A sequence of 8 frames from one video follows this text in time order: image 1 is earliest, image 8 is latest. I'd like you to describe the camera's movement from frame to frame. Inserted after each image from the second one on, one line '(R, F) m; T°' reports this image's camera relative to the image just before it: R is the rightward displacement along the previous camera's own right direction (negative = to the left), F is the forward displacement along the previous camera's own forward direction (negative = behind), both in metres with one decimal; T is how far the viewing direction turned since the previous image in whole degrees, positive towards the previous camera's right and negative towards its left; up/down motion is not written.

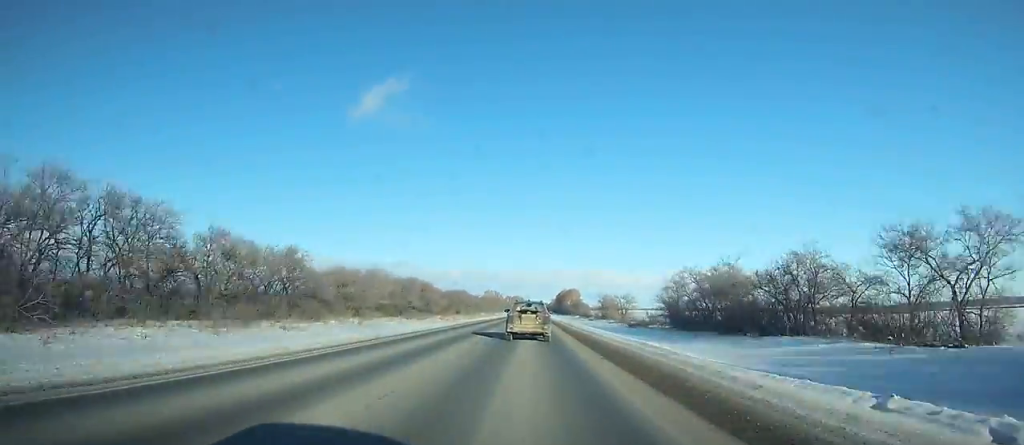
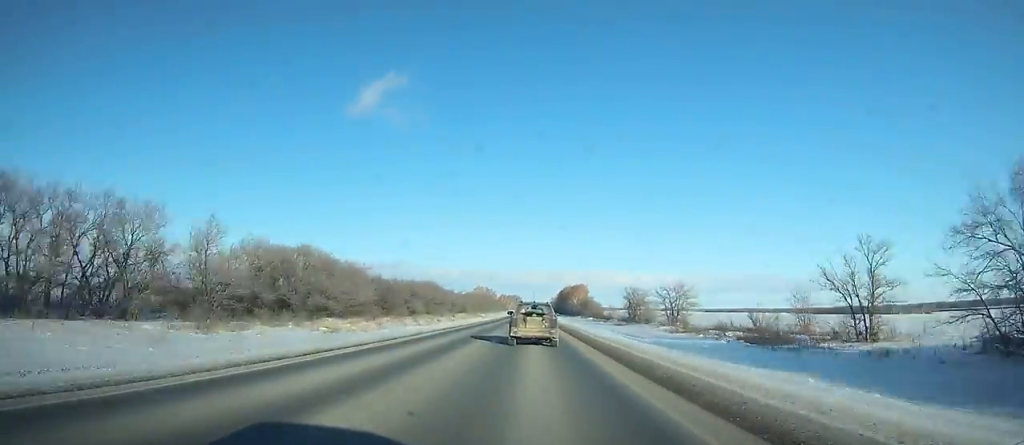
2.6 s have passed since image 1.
(0.0, +70.2) m; 0°
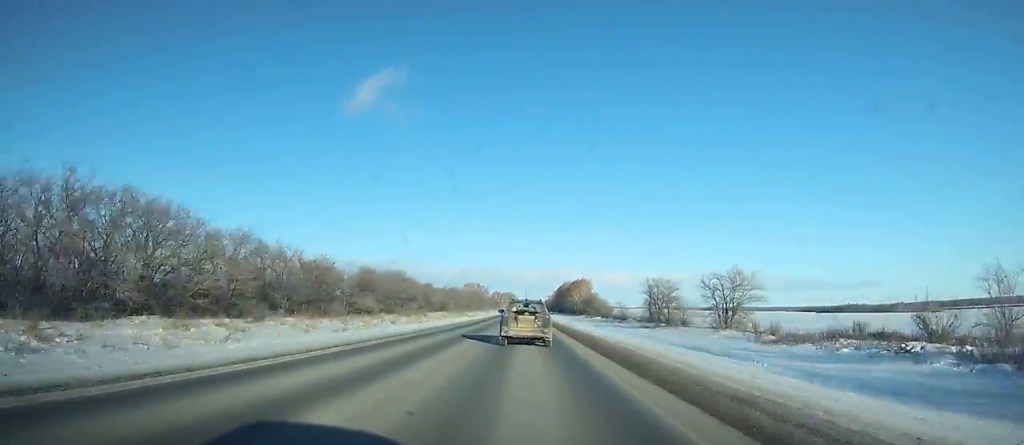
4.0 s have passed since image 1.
(+0.1, +37.5) m; 0°
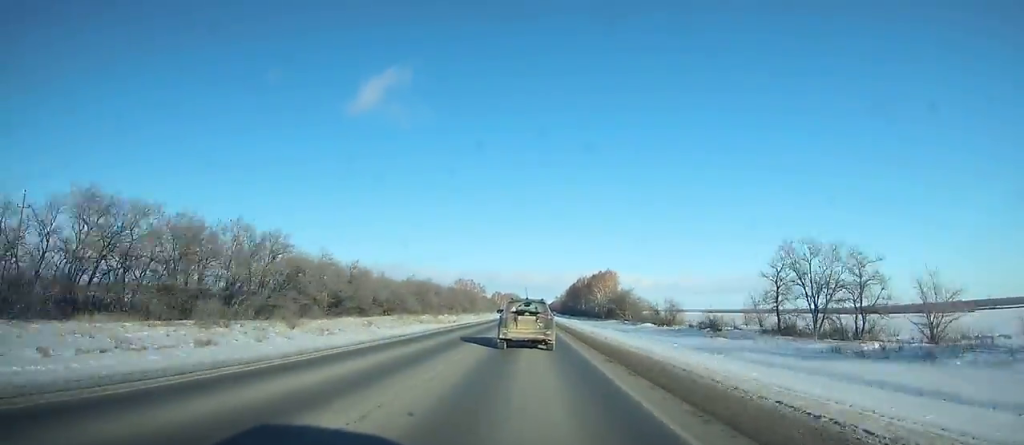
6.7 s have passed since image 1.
(-0.1, +71.2) m; 0°
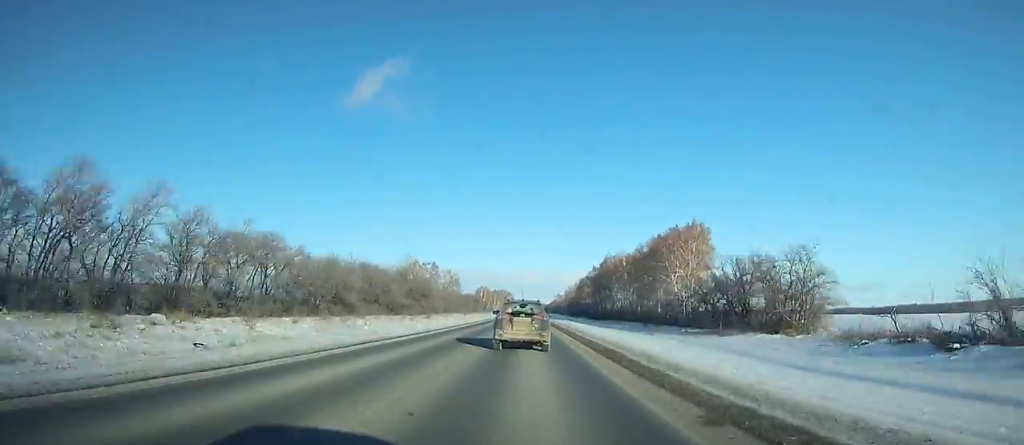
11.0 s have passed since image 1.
(+0.1, +111.5) m; 0°
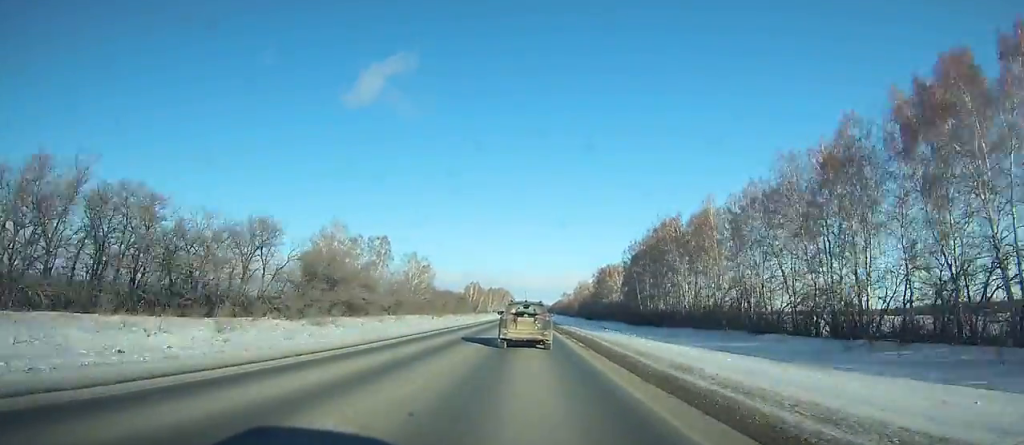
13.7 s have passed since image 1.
(+0.1, +69.1) m; 0°
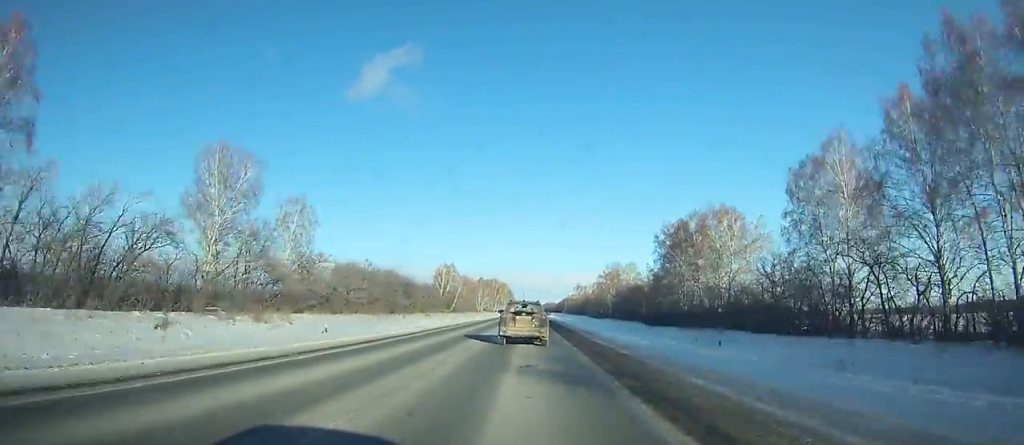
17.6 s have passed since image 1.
(+0.1, +99.4) m; 0°
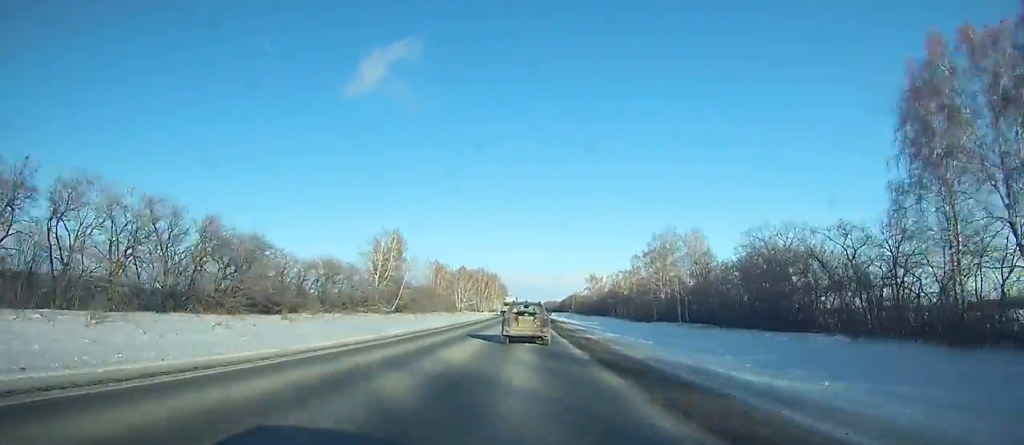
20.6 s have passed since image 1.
(-0.3, +76.7) m; 0°
